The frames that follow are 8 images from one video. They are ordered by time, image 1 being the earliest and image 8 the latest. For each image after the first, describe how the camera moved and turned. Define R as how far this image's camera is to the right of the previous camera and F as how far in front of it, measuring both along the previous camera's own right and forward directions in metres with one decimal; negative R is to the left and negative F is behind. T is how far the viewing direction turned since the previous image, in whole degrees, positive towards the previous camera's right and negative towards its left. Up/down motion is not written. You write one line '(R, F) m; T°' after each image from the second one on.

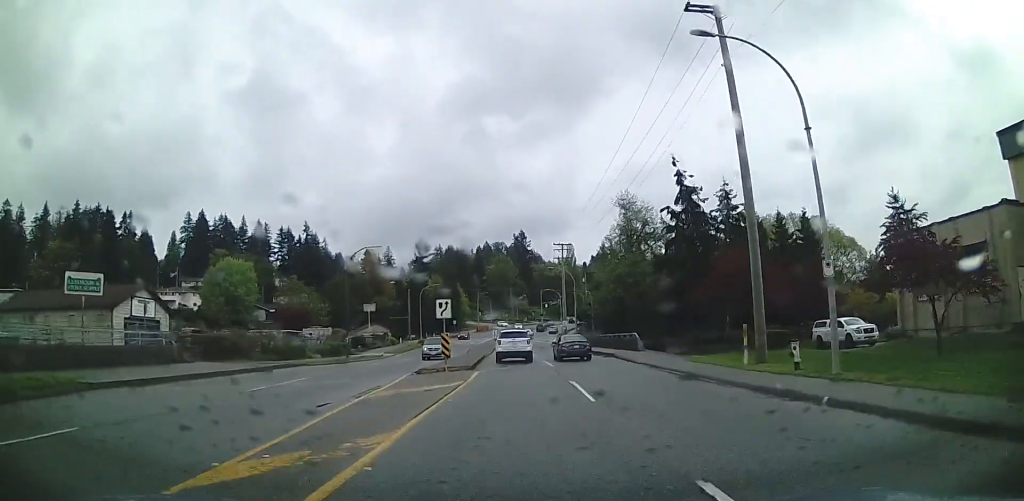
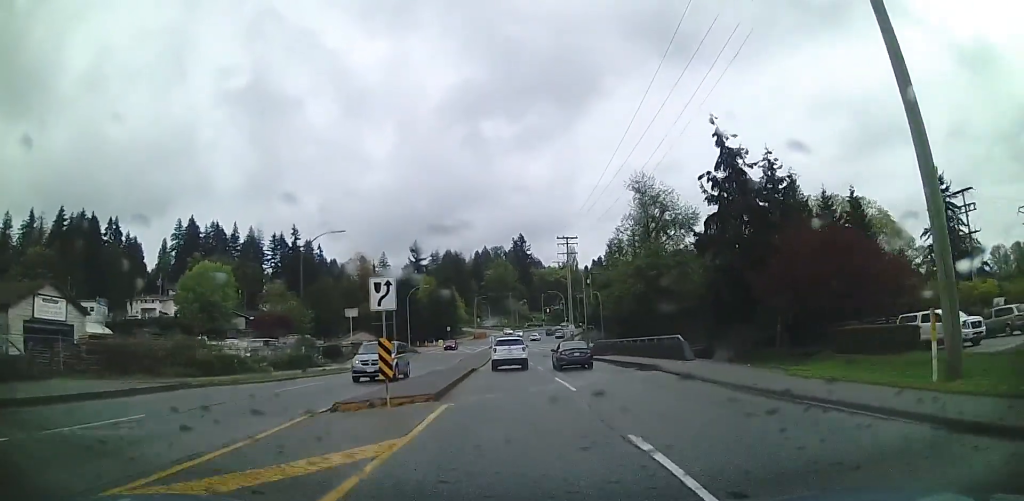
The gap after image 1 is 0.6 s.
(+0.1, +10.9) m; +1°
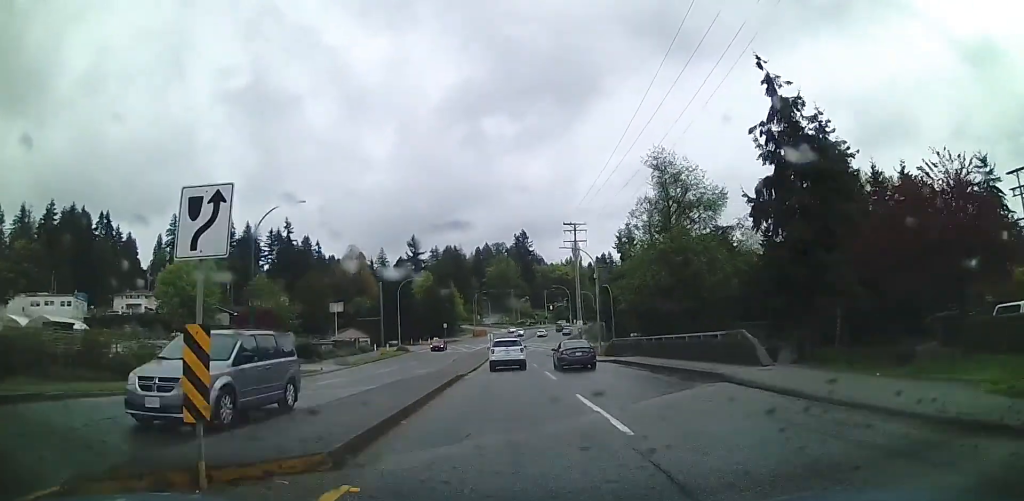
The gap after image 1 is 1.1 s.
(0.0, +8.4) m; +1°
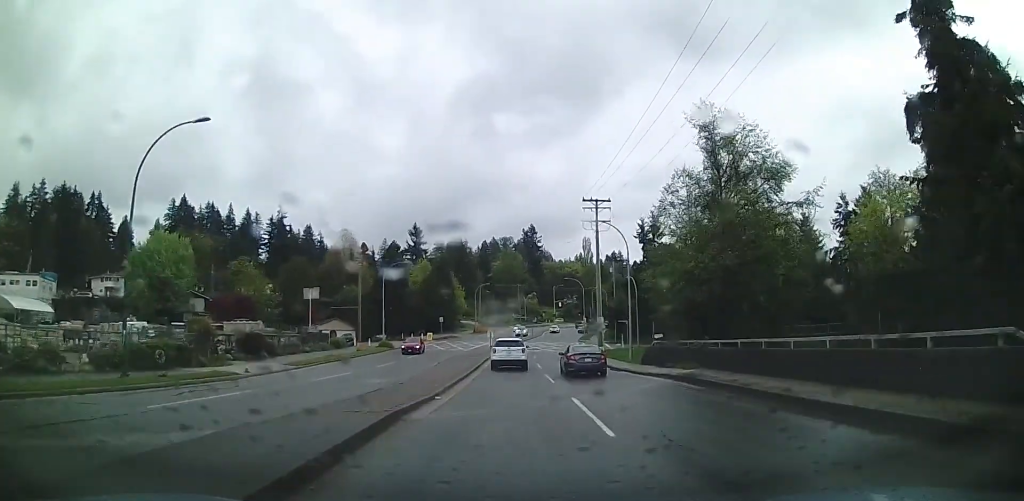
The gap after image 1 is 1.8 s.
(+0.1, +12.6) m; 0°
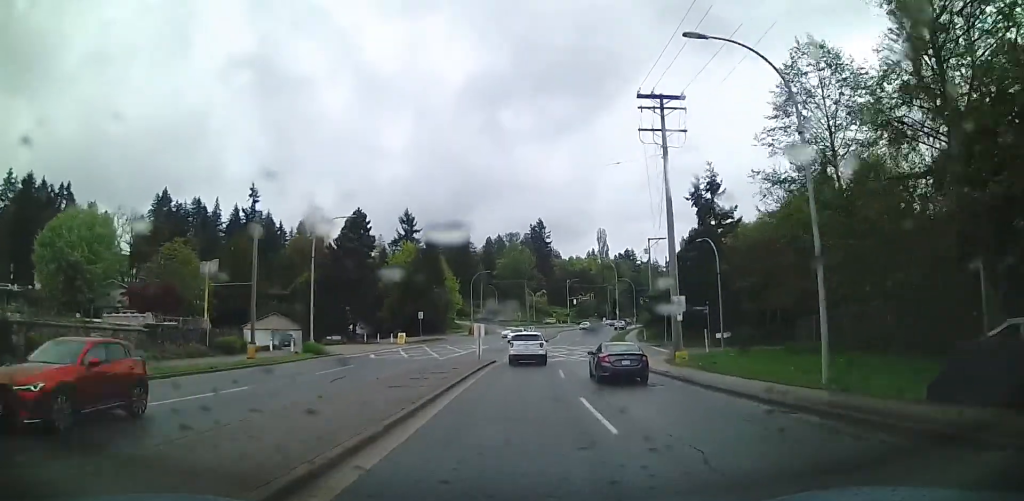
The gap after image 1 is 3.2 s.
(-0.1, +25.3) m; -2°
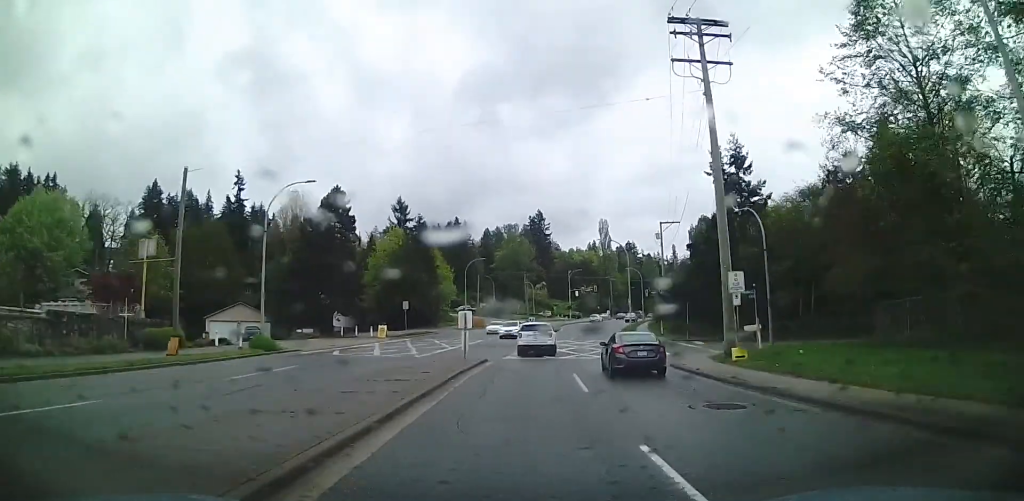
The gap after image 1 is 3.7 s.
(-0.2, +8.0) m; 0°
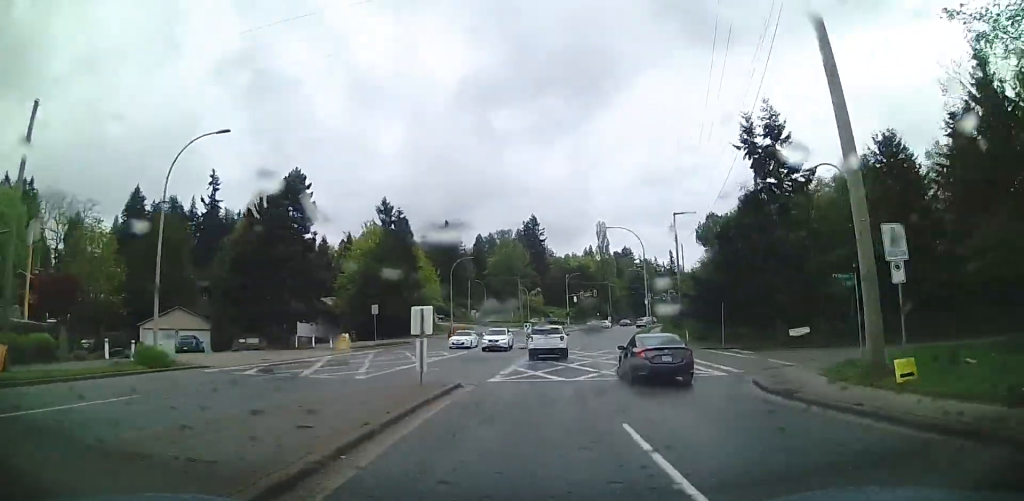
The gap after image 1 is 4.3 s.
(-0.3, +10.2) m; 0°
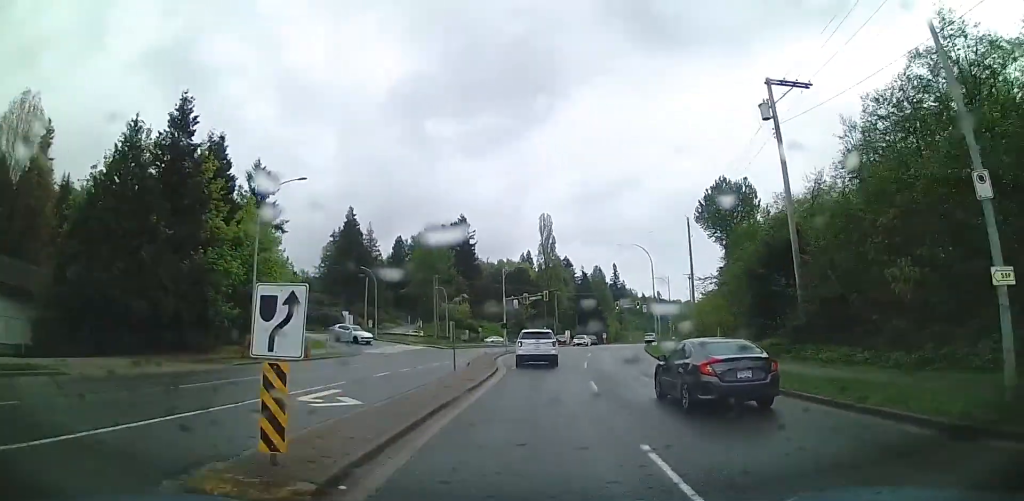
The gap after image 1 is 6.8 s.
(+3.3, +40.2) m; +7°
